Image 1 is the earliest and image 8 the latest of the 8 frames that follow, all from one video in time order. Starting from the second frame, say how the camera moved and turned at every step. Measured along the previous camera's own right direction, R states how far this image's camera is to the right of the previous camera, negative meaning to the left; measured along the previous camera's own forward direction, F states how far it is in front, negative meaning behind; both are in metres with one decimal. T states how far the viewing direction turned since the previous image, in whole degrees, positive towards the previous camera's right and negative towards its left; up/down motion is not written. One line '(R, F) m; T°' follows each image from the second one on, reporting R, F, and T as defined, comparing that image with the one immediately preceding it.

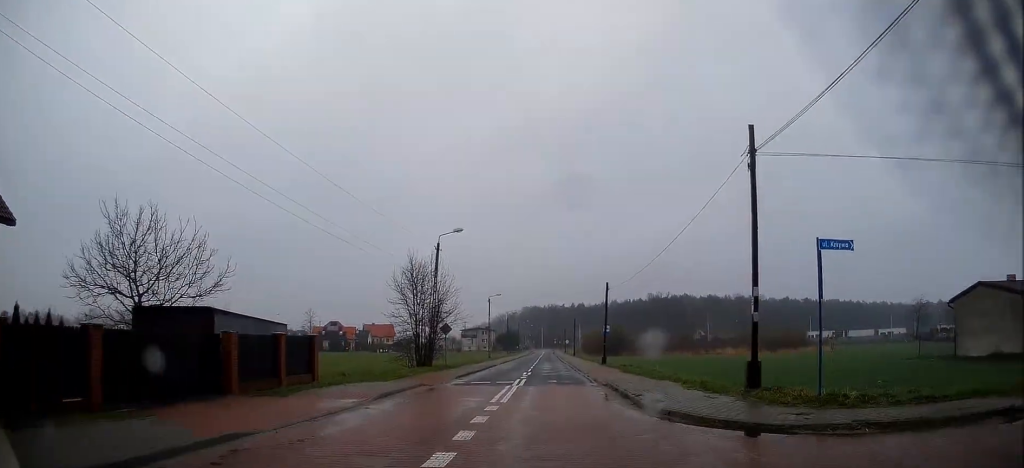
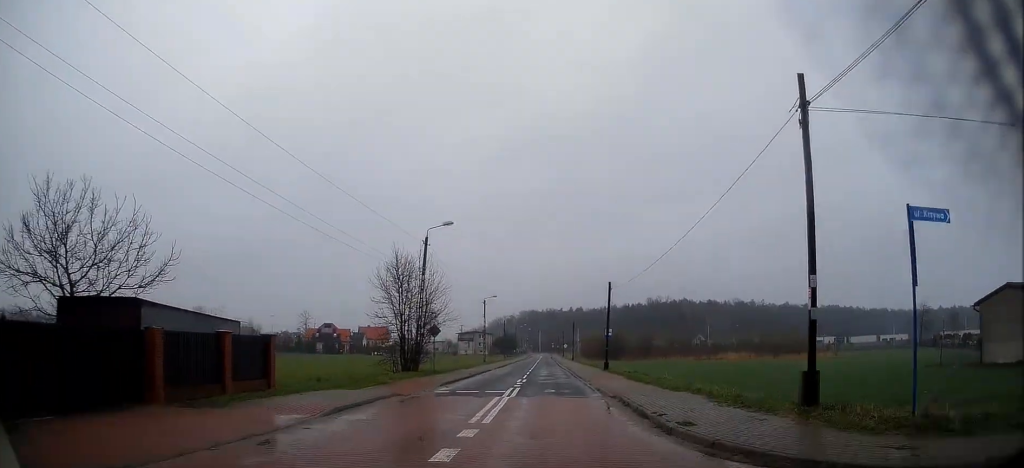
(-0.1, +3.1) m; 0°
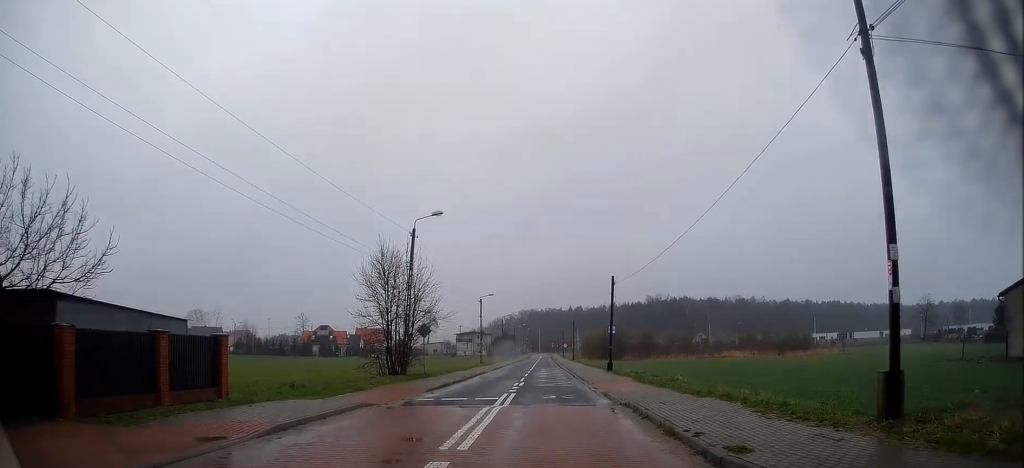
(+0.1, +2.7) m; +1°
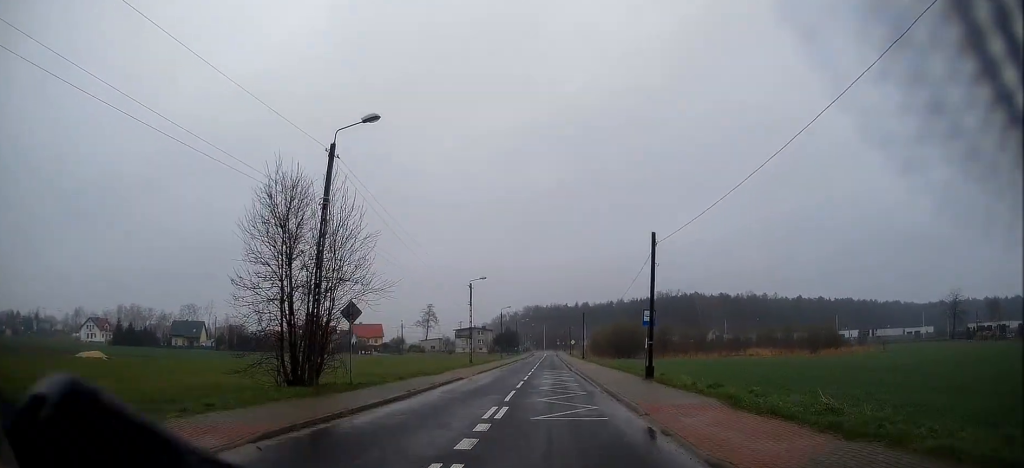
(0.0, +12.8) m; -1°
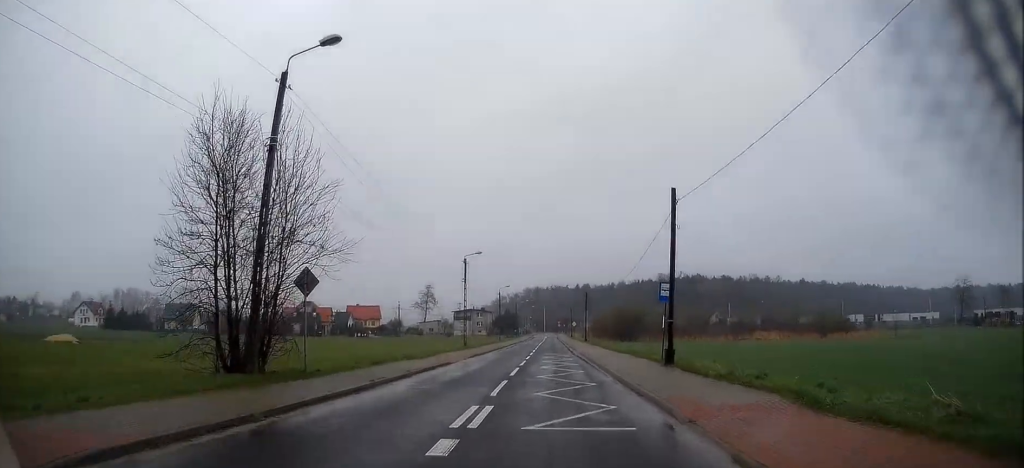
(0.0, +3.9) m; -1°
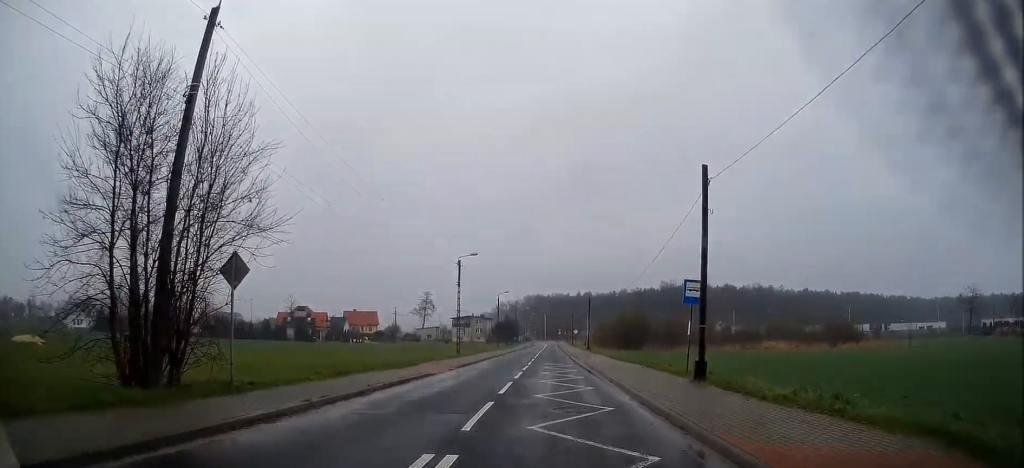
(-0.1, +4.2) m; 0°
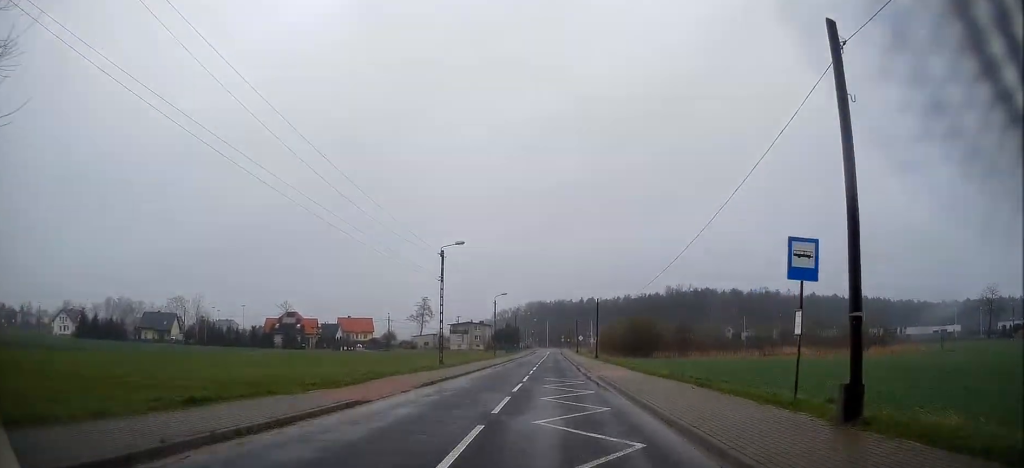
(0.0, +8.5) m; +1°
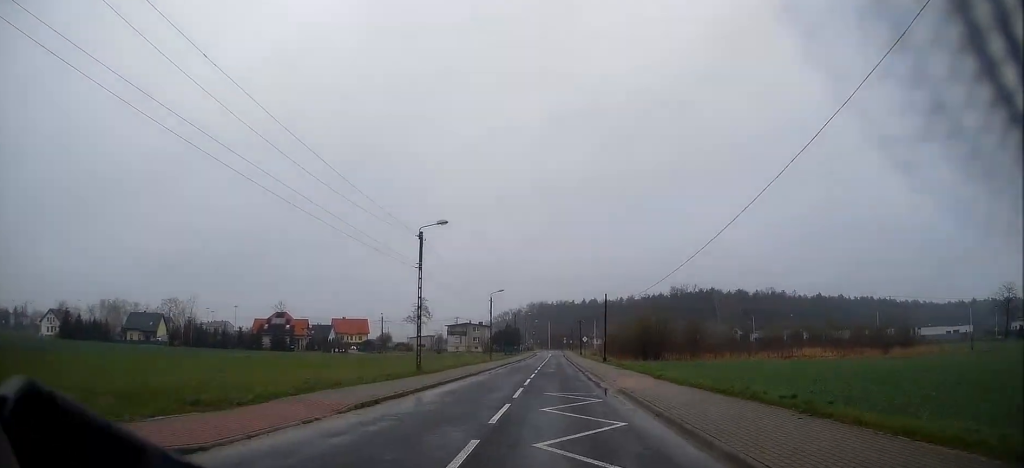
(+0.1, +7.1) m; +1°
